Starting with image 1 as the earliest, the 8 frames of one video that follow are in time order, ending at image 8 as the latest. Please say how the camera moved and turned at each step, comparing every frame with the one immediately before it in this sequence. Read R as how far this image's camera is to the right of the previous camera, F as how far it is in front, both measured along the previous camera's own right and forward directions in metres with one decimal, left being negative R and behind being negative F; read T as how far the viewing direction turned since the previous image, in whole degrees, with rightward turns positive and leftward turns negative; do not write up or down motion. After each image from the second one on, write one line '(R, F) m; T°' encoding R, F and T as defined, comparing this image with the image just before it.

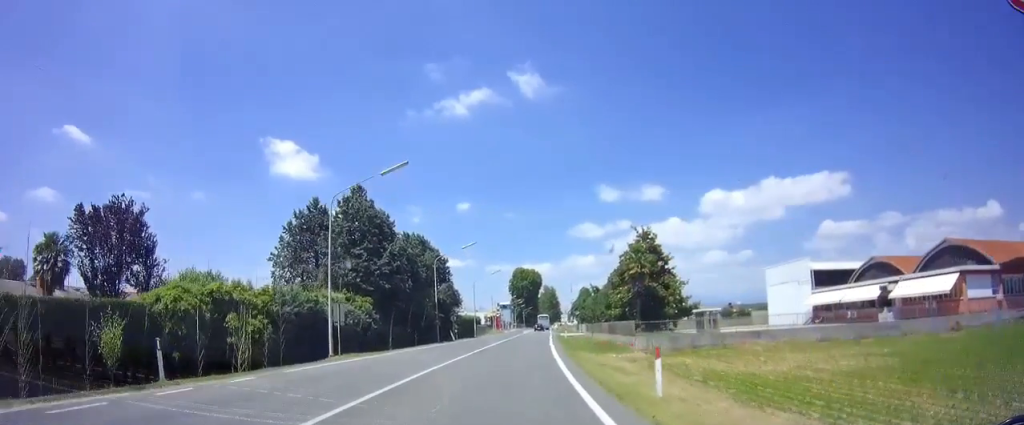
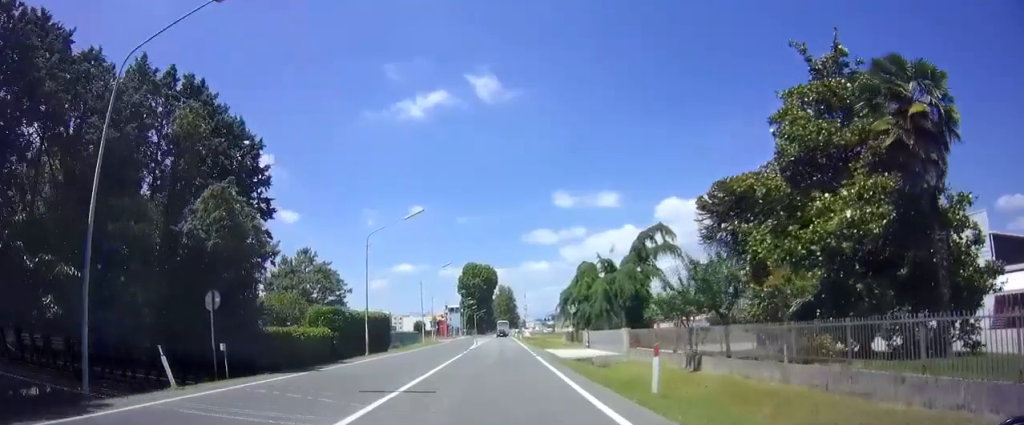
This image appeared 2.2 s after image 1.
(+1.6, +38.7) m; +4°
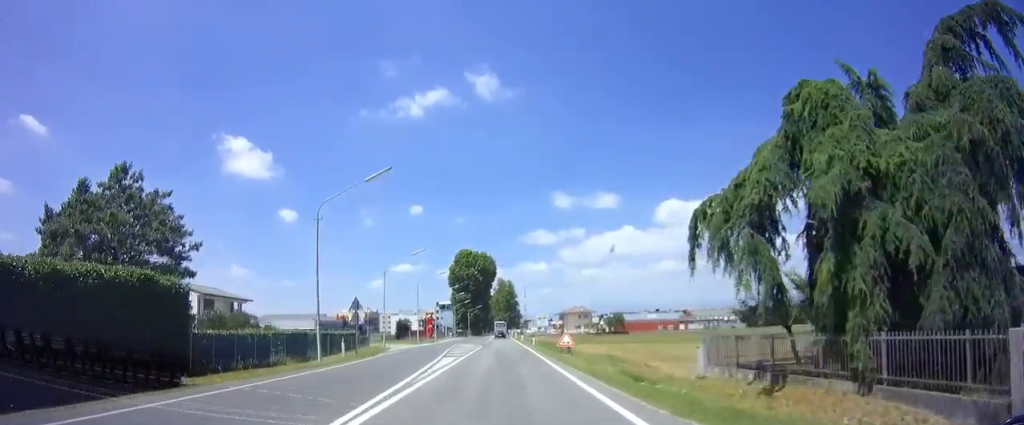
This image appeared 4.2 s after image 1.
(+0.4, +34.3) m; +1°
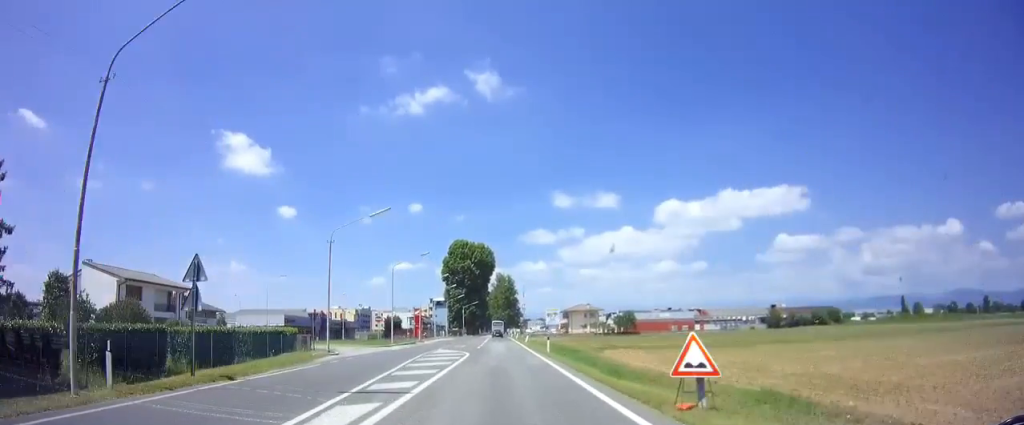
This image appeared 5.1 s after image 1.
(0.0, +15.8) m; 0°
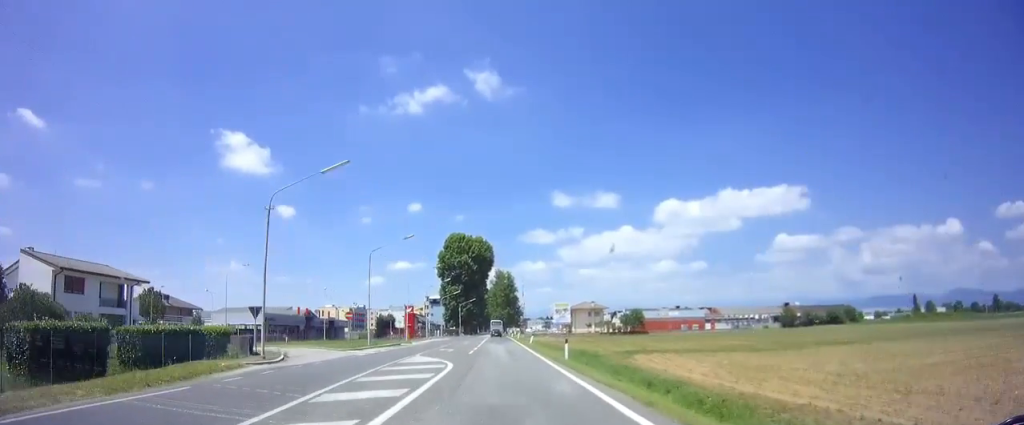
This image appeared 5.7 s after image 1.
(0.0, +9.9) m; 0°
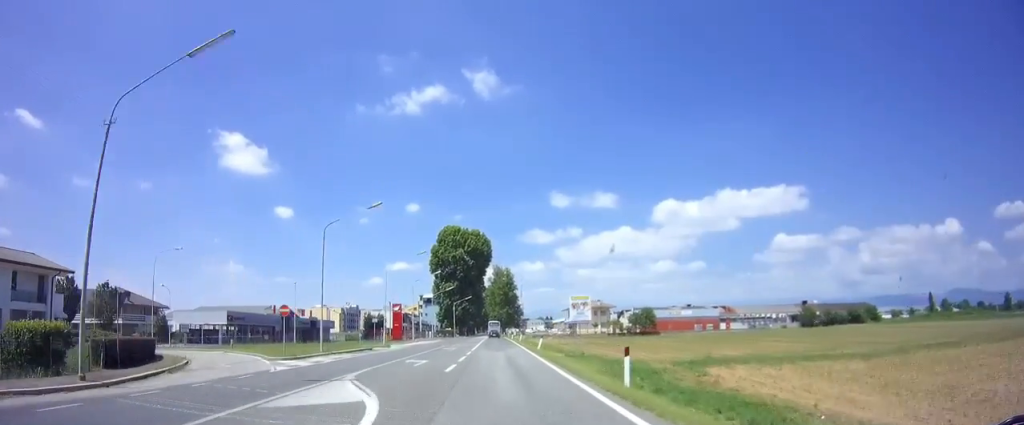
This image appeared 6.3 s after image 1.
(+0.1, +11.1) m; 0°
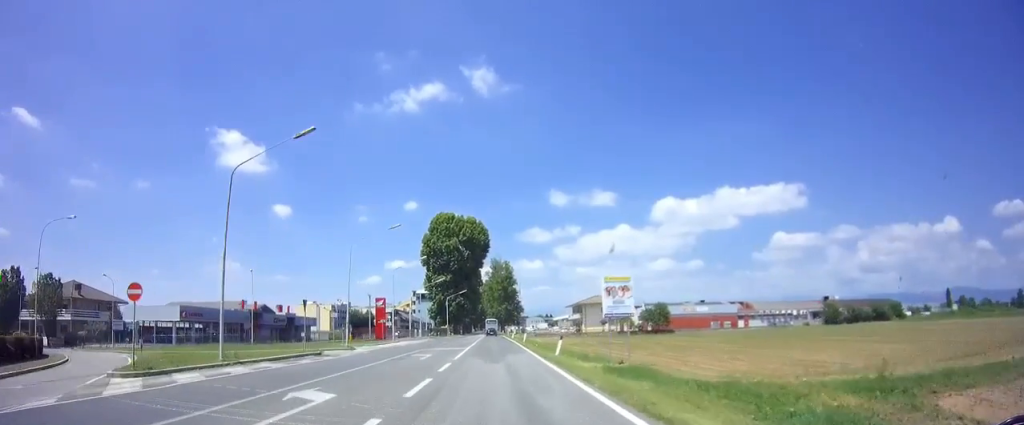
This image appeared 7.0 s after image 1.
(0.0, +12.3) m; 0°
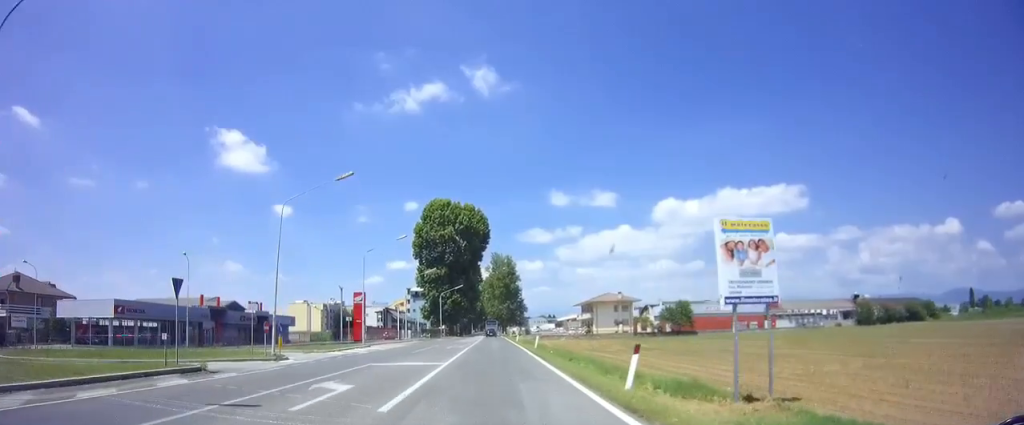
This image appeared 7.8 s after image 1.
(-0.1, +14.0) m; 0°
